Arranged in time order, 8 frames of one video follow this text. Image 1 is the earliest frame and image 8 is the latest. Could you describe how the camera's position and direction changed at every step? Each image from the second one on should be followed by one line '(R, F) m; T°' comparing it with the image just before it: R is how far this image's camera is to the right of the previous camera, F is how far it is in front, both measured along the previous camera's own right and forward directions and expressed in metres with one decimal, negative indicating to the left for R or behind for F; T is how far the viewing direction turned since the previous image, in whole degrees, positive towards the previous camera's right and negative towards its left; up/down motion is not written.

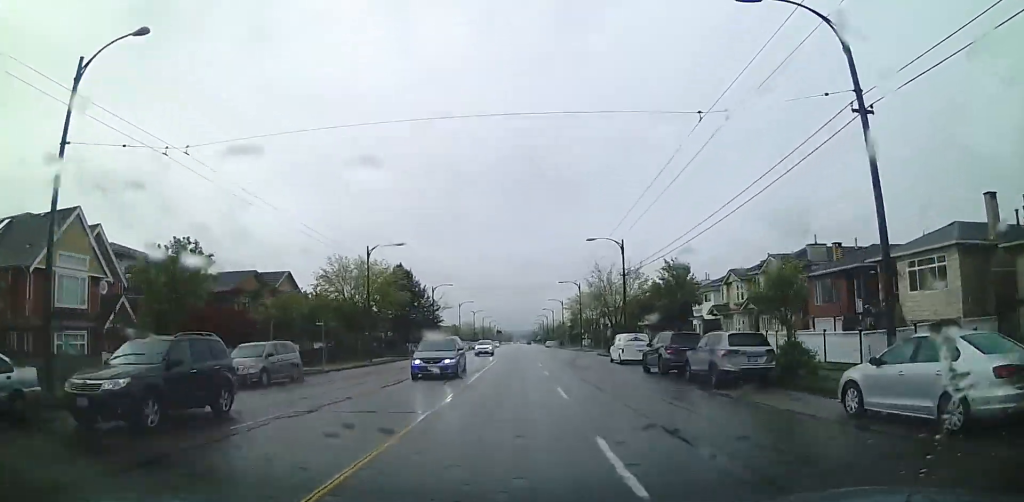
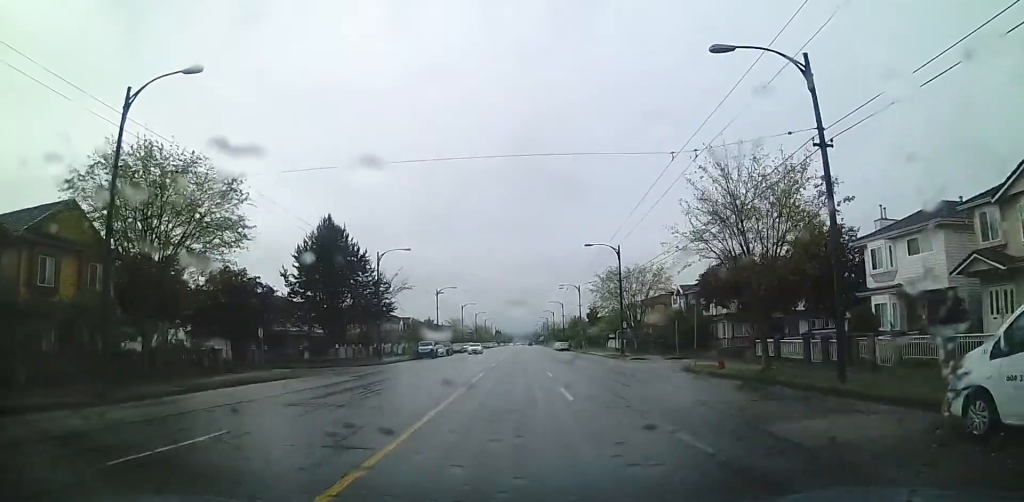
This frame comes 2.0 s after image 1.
(+0.5, +32.6) m; 0°
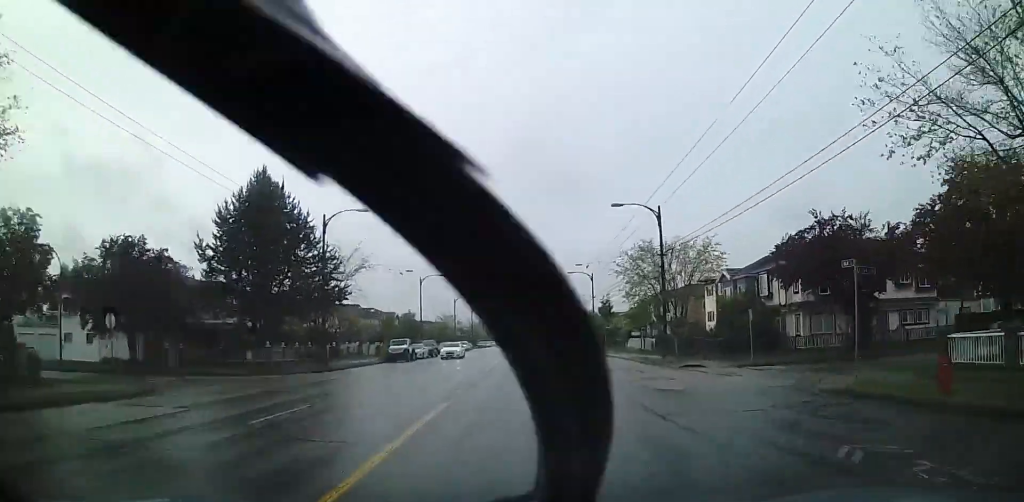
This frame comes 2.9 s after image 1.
(-0.2, +14.7) m; 0°
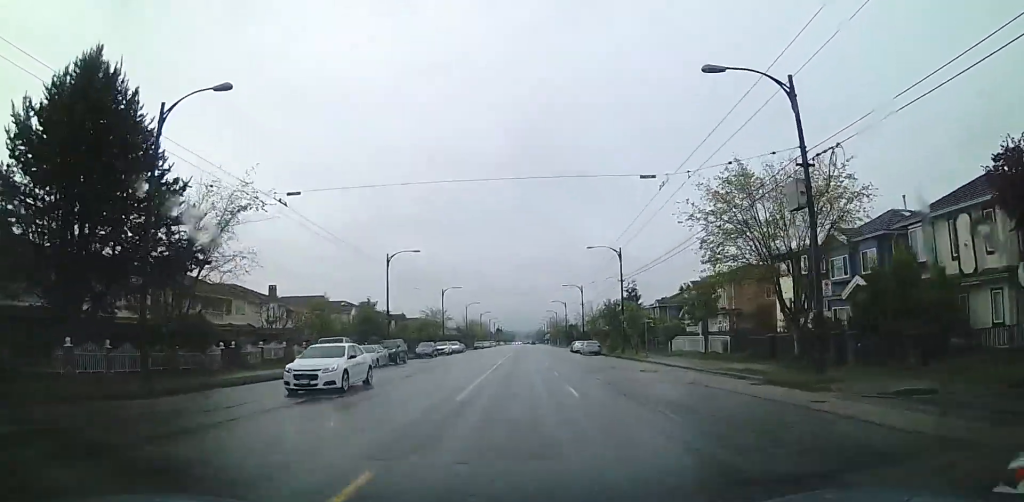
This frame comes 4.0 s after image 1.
(+0.4, +19.0) m; -2°
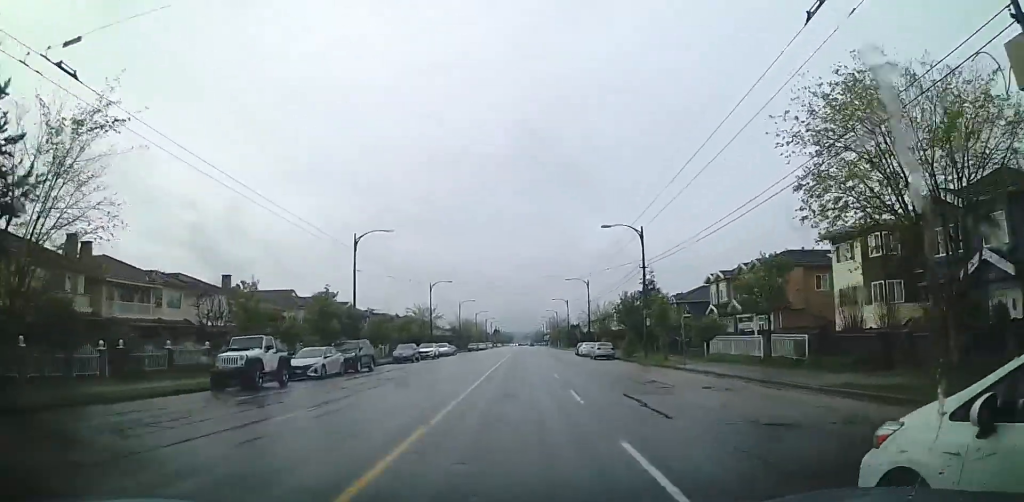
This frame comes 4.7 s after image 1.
(-0.4, +10.3) m; -2°
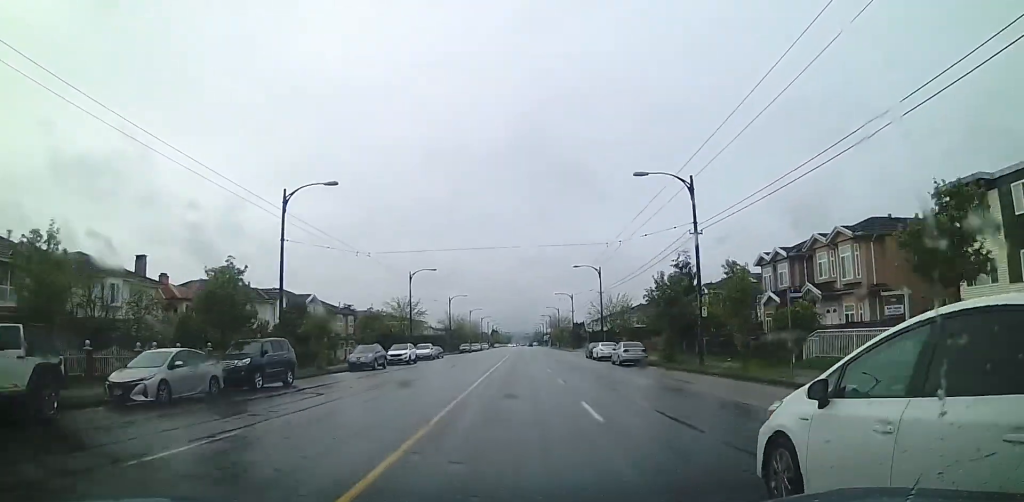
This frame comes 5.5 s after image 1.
(-0.5, +13.4) m; -1°
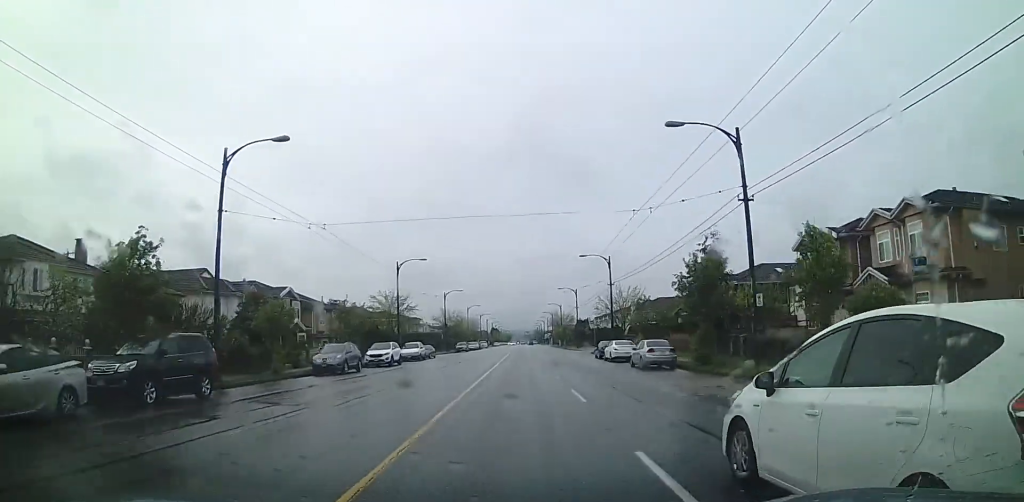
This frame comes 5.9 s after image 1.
(+0.2, +6.8) m; +1°
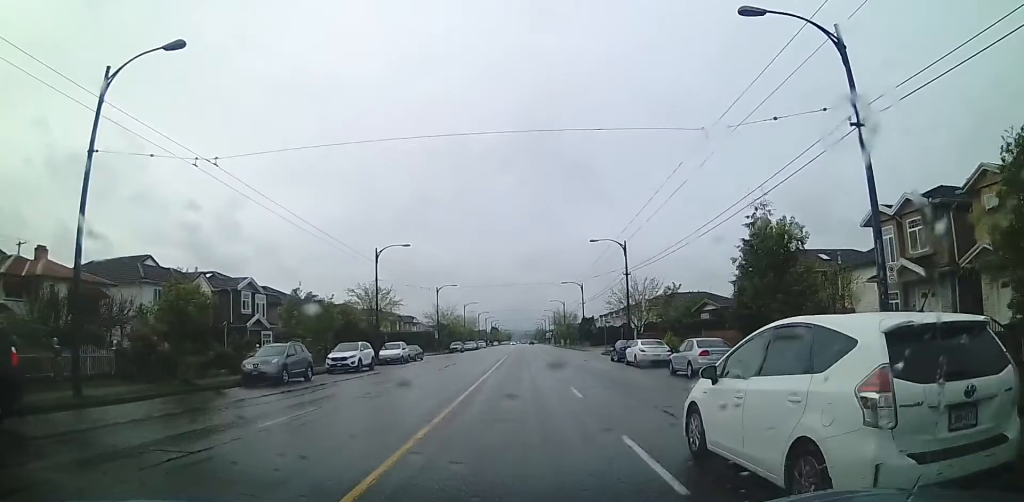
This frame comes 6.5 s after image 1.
(+0.1, +8.6) m; +1°
